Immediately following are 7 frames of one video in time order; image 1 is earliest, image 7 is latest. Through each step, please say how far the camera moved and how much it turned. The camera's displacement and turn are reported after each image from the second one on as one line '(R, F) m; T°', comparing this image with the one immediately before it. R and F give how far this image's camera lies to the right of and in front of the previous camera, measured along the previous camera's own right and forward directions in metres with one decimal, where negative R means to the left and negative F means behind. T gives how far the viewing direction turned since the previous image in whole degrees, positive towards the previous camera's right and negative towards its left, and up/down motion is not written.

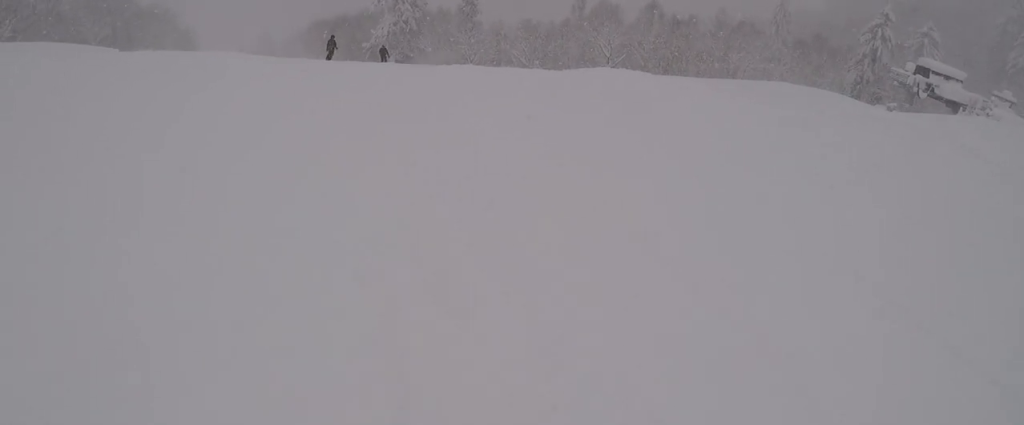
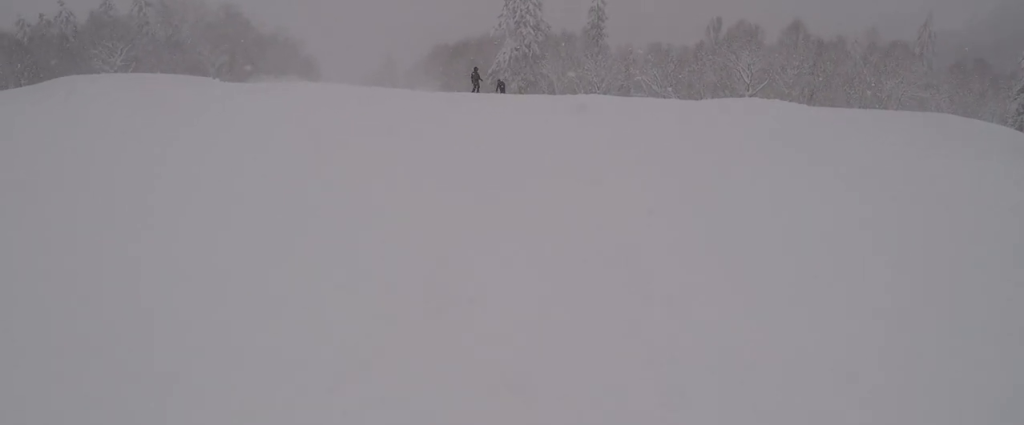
(+0.5, +5.0) m; -9°
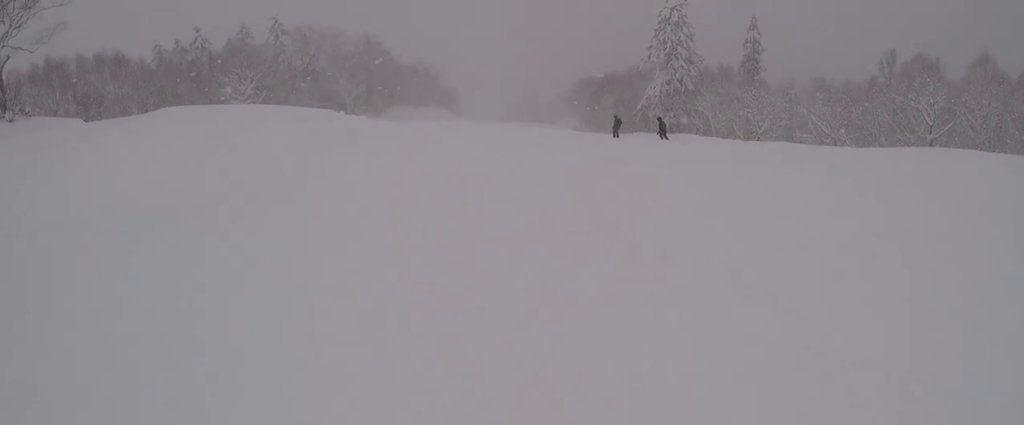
(-1.7, +6.0) m; -19°
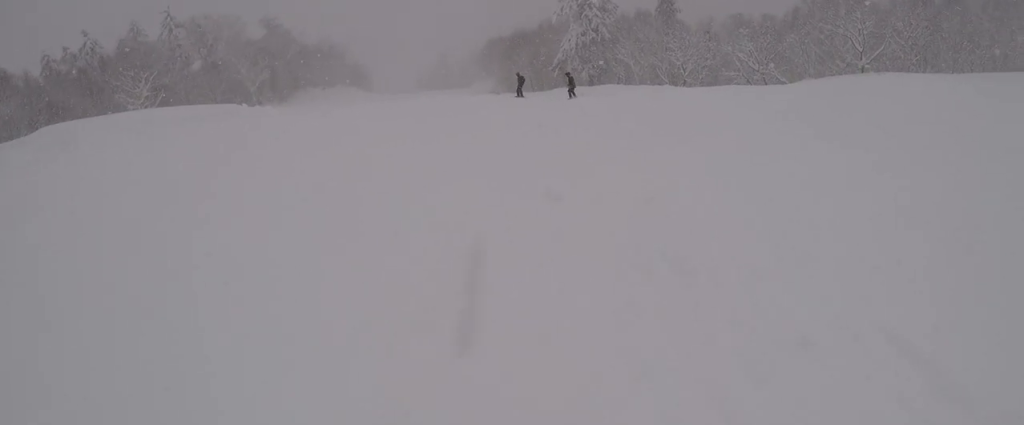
(0.0, +3.0) m; -3°
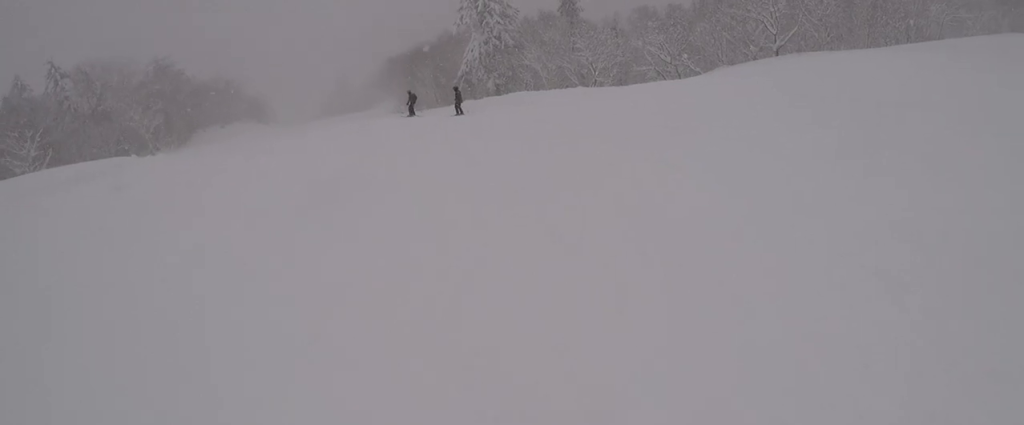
(-0.1, +2.2) m; +8°
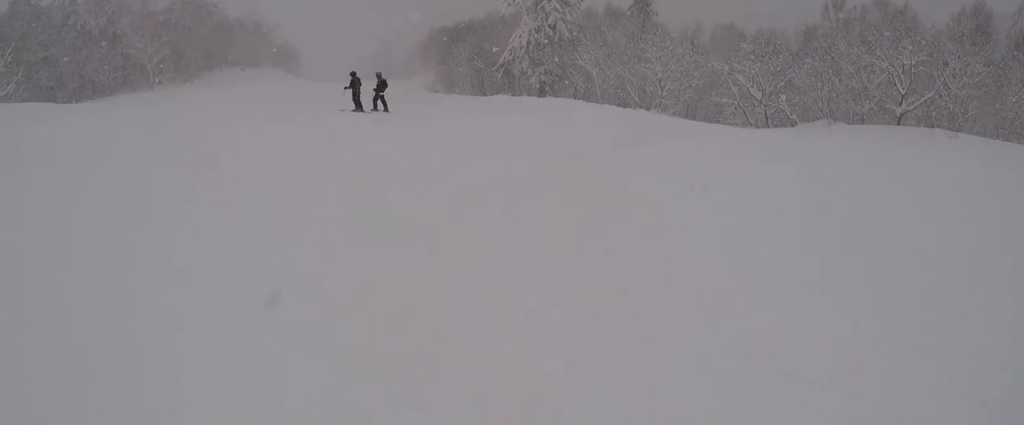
(+2.0, +11.9) m; +4°
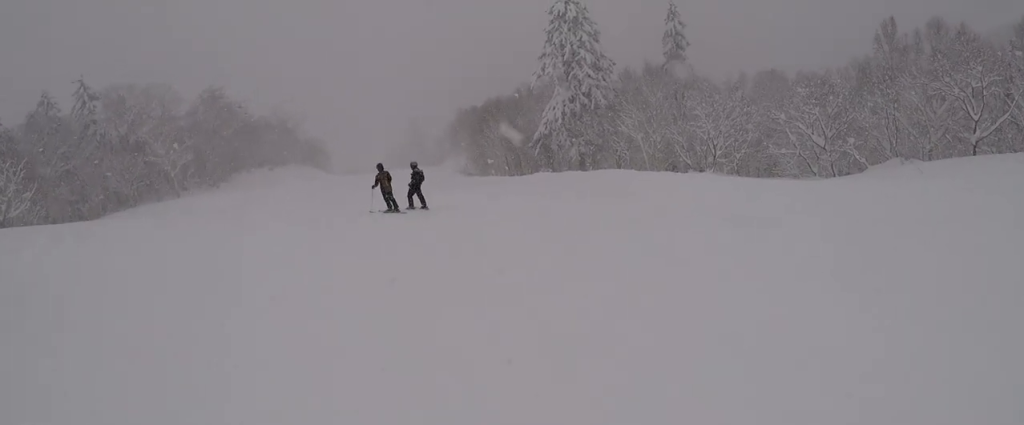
(+0.5, +4.4) m; -2°
